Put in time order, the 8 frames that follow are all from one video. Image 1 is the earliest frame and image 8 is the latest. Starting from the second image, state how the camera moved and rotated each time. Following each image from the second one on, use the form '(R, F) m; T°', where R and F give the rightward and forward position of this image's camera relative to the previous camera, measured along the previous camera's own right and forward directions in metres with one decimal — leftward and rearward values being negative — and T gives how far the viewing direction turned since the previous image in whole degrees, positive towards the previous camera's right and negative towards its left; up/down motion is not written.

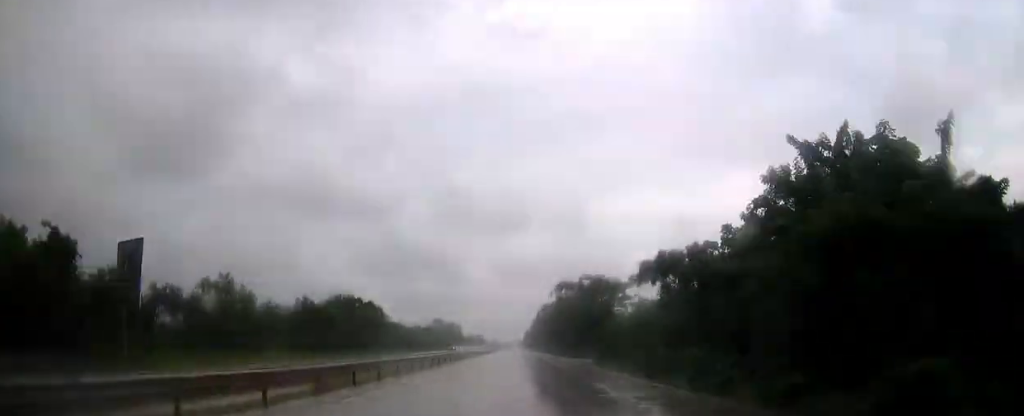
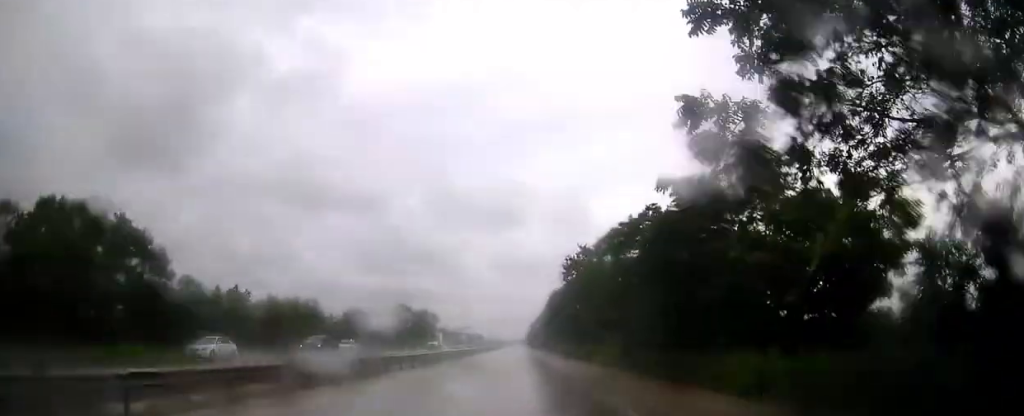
(-0.5, +93.3) m; 0°
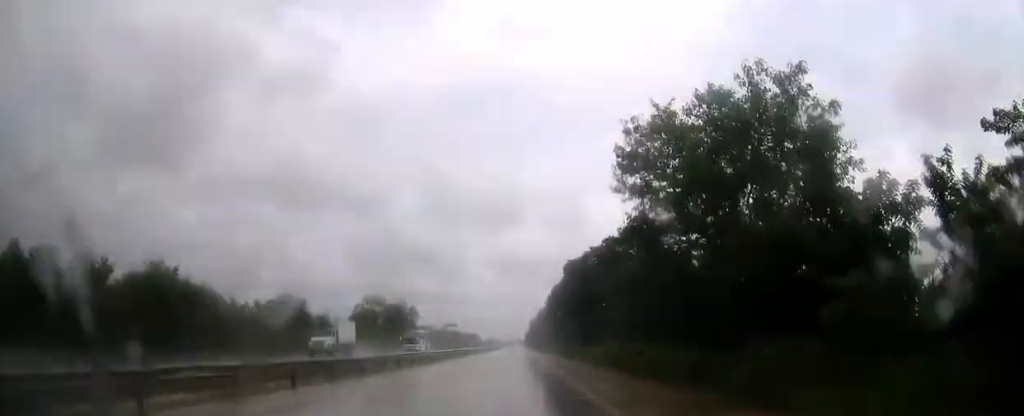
(+0.1, +38.9) m; 0°
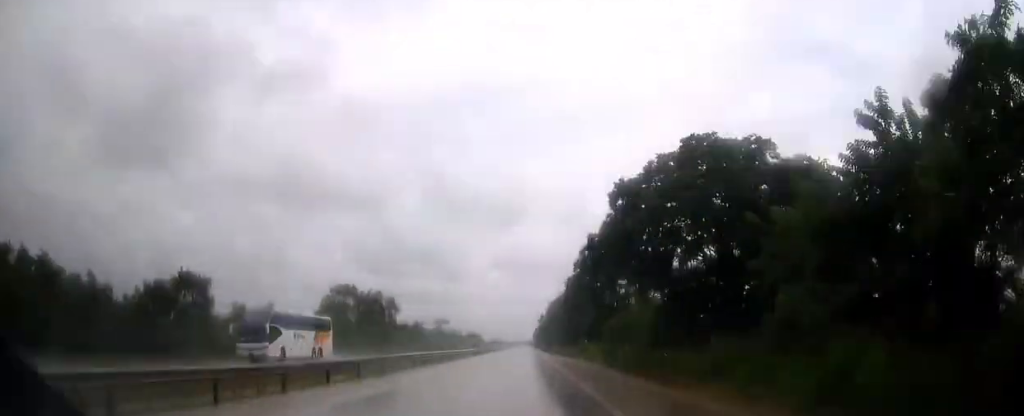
(-0.2, +33.2) m; 0°
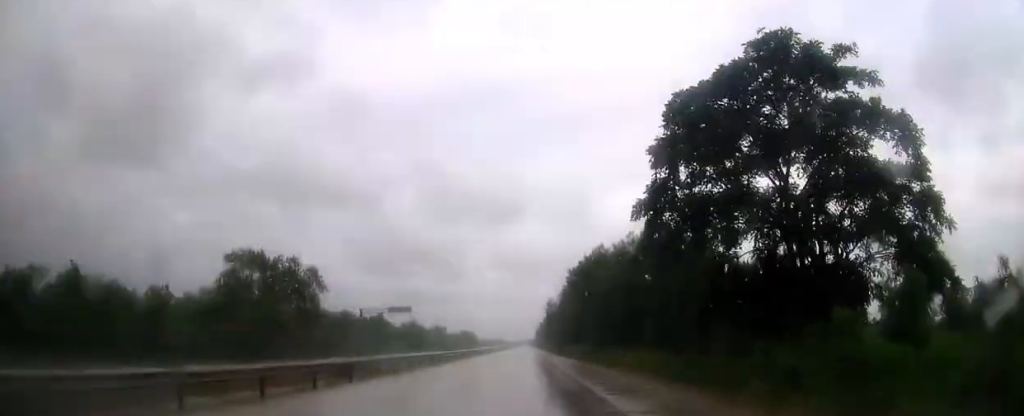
(-0.1, +50.1) m; 0°
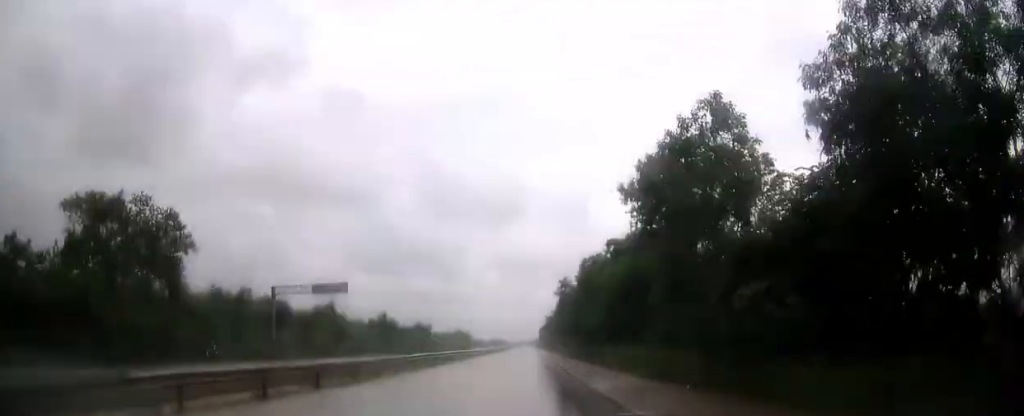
(-0.1, +36.6) m; 0°
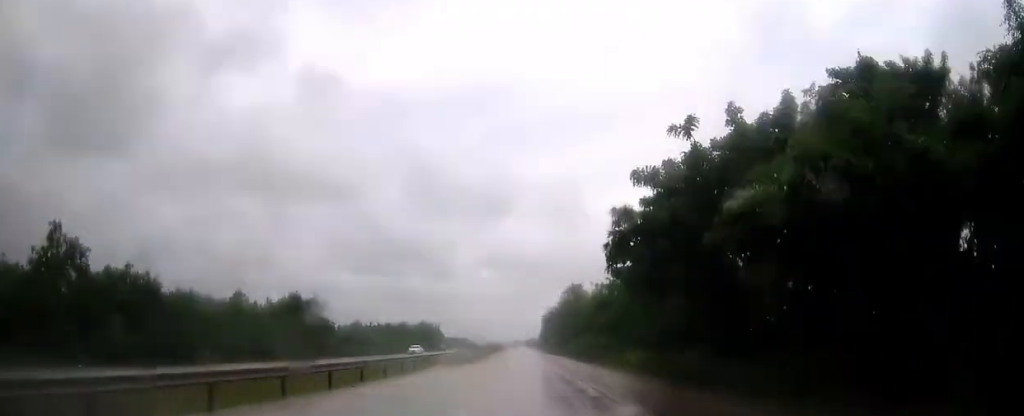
(0.0, +95.6) m; 0°
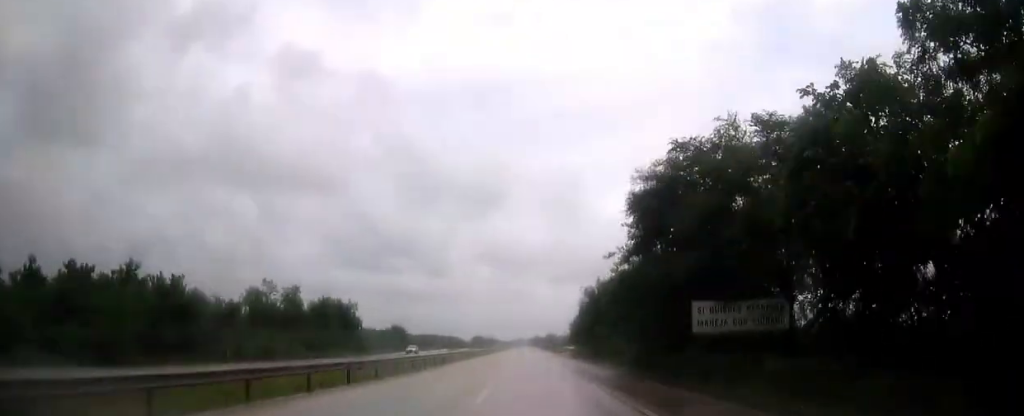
(0.0, +113.7) m; 0°
